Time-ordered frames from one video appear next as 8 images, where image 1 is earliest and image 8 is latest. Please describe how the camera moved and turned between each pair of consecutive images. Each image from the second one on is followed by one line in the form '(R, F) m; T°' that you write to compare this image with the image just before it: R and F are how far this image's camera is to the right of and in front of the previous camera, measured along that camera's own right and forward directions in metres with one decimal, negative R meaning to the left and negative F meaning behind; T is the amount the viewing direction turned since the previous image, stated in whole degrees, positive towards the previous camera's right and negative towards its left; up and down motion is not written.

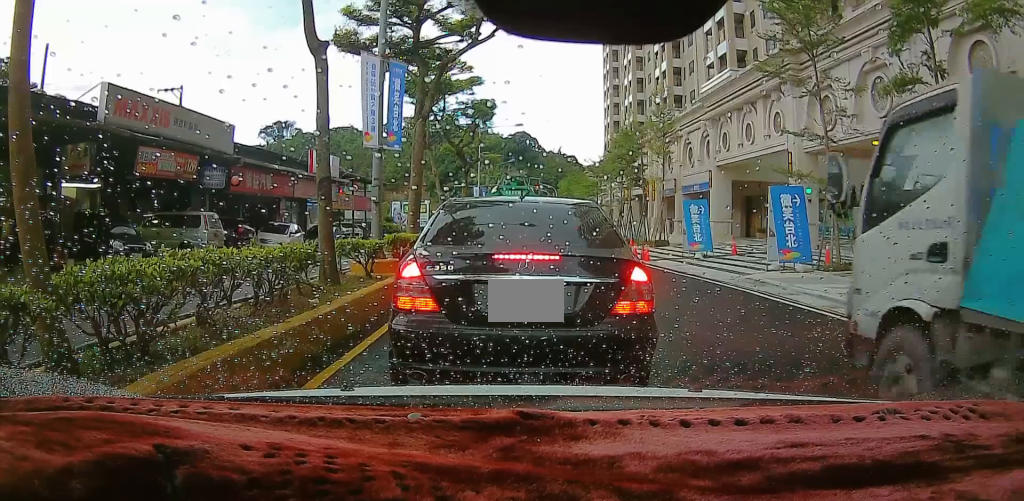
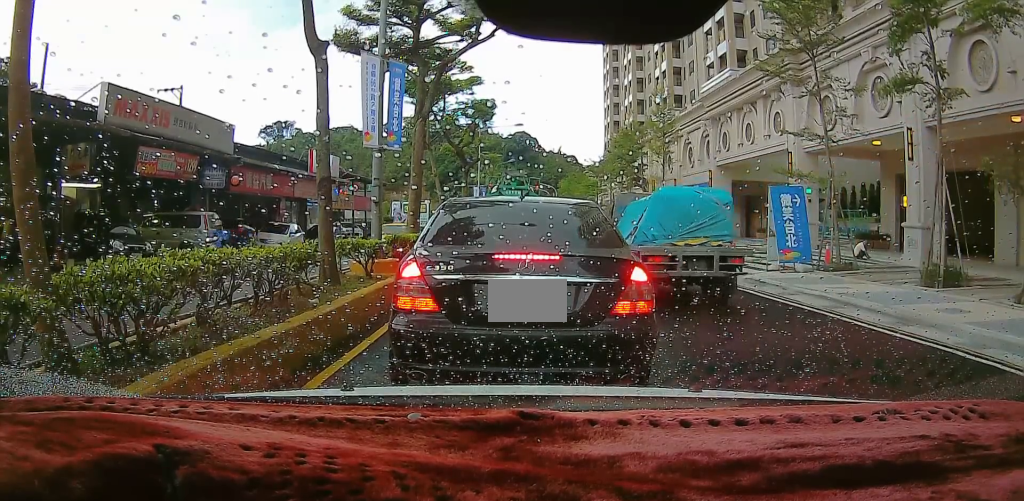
(0.0, 0.0) m; 0°
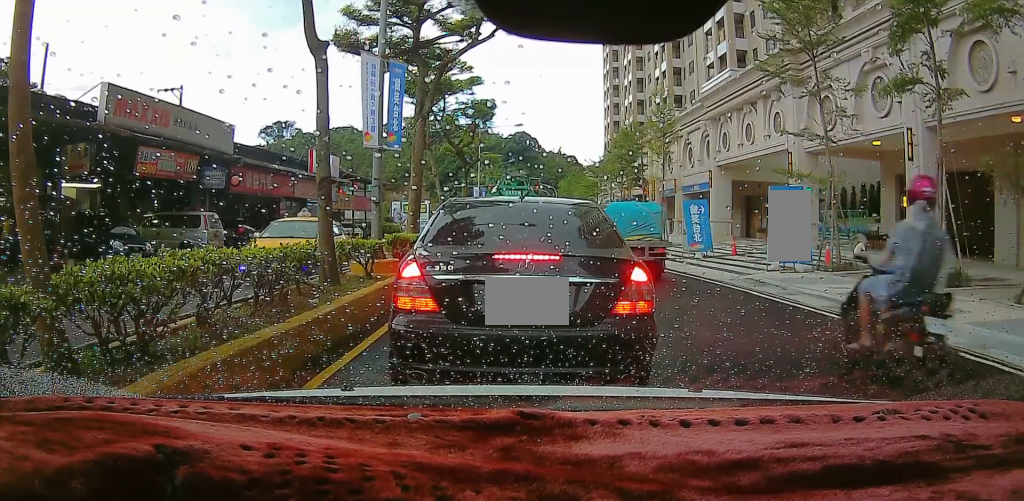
(0.0, 0.0) m; 0°
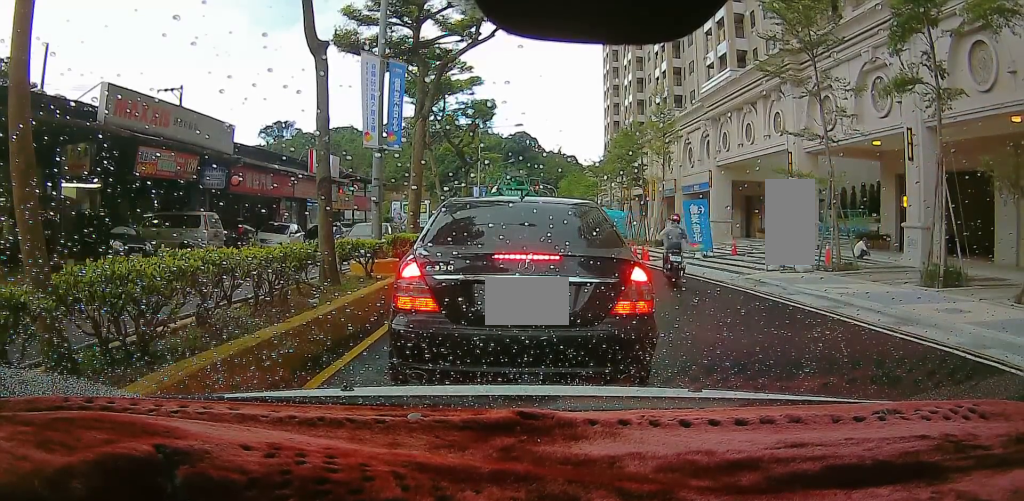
(0.0, 0.0) m; 0°
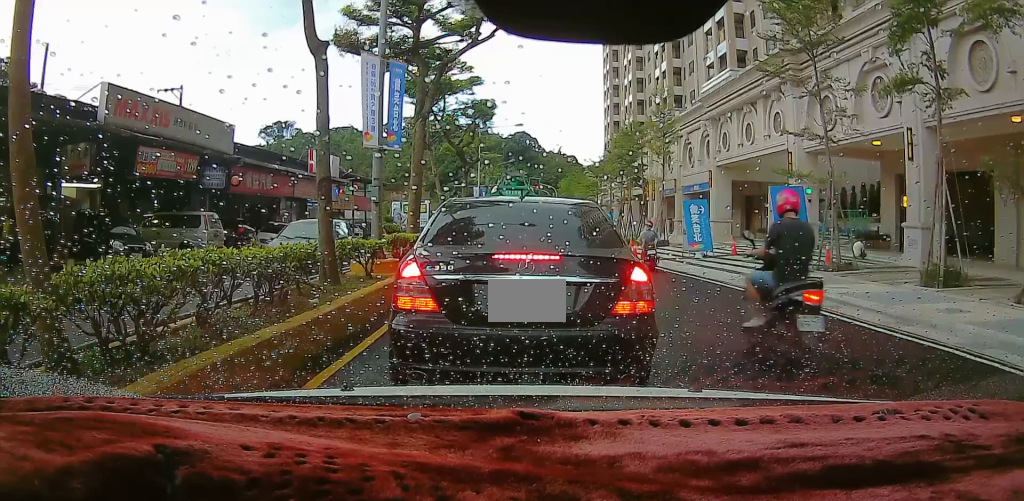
(0.0, 0.0) m; 0°
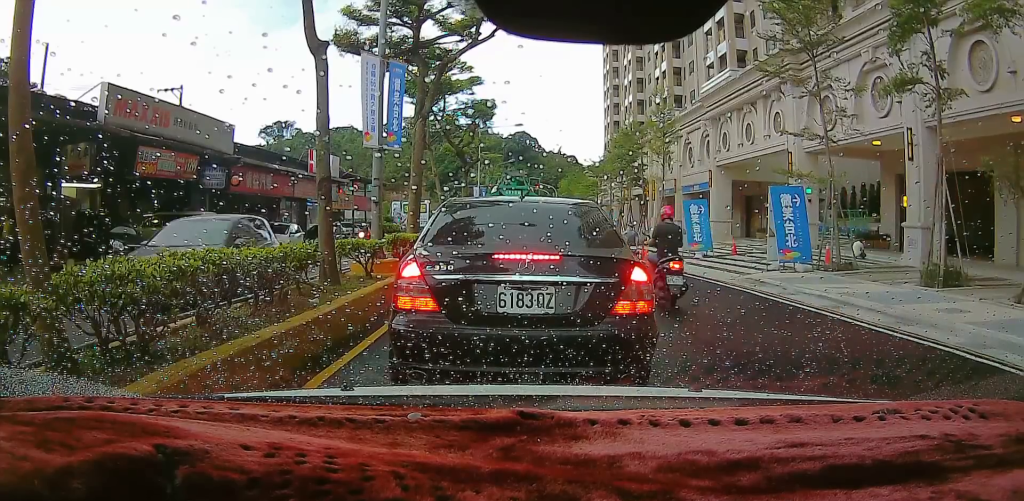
(0.0, 0.0) m; 0°
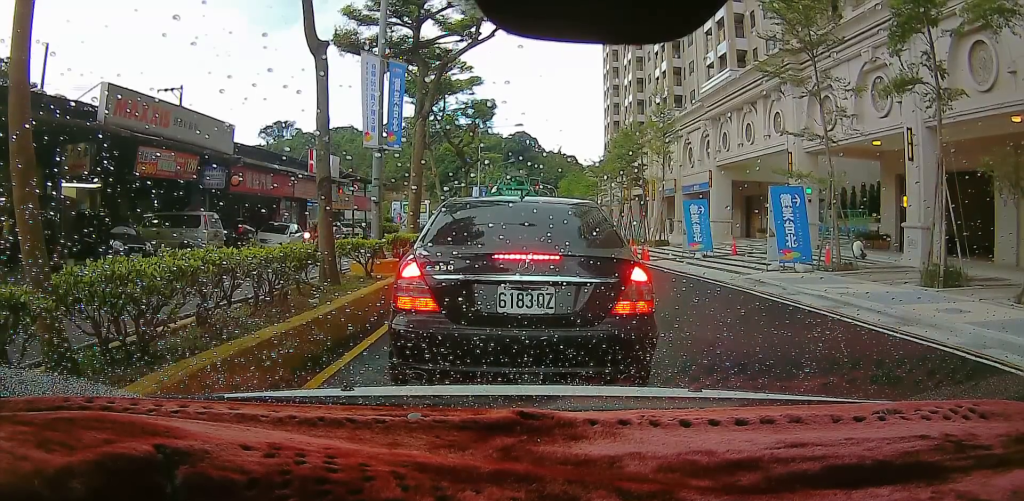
(0.0, 0.0) m; 0°
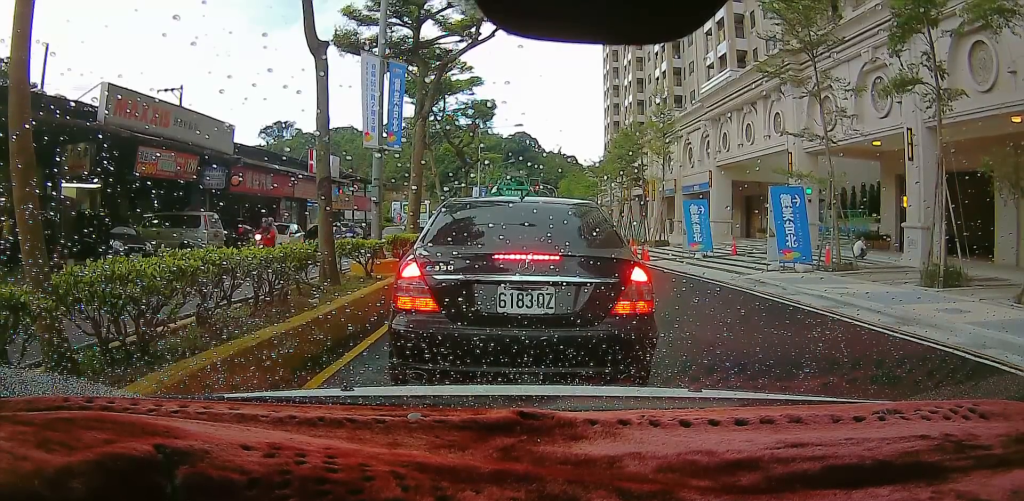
(0.0, 0.0) m; 0°
